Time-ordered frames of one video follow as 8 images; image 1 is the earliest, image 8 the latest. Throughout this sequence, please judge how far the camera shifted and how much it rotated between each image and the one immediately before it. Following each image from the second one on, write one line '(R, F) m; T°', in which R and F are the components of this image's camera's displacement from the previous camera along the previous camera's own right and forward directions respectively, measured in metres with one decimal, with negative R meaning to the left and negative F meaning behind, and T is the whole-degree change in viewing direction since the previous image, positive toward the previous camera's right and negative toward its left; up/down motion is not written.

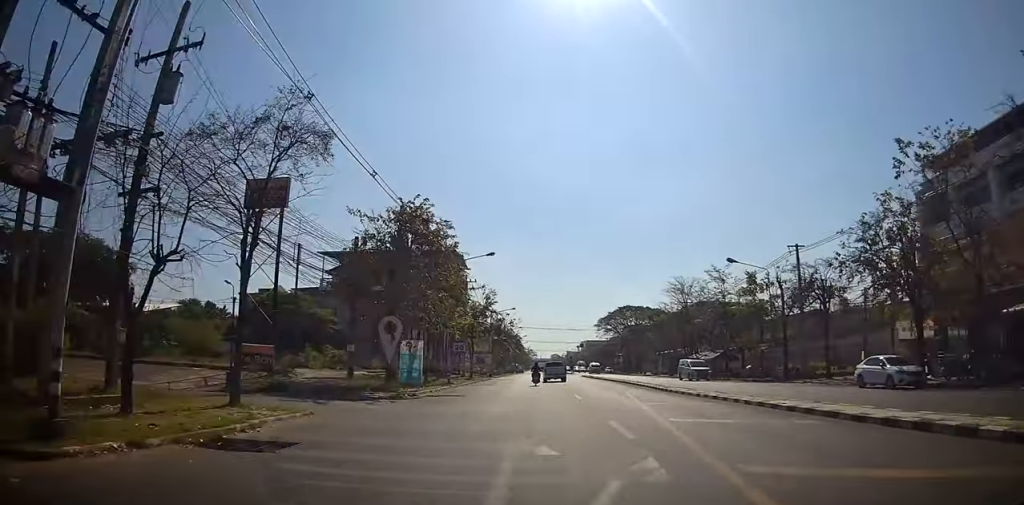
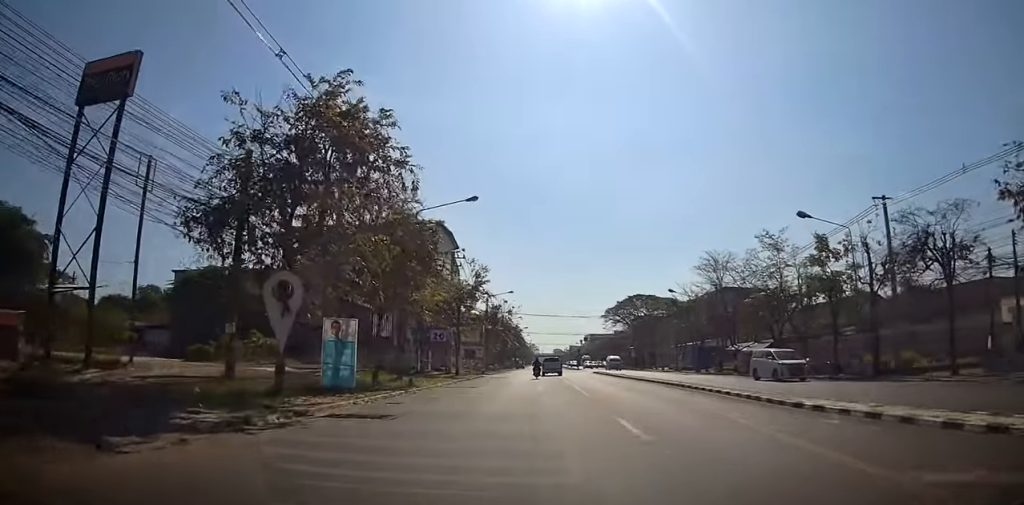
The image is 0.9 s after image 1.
(0.0, +12.7) m; -1°
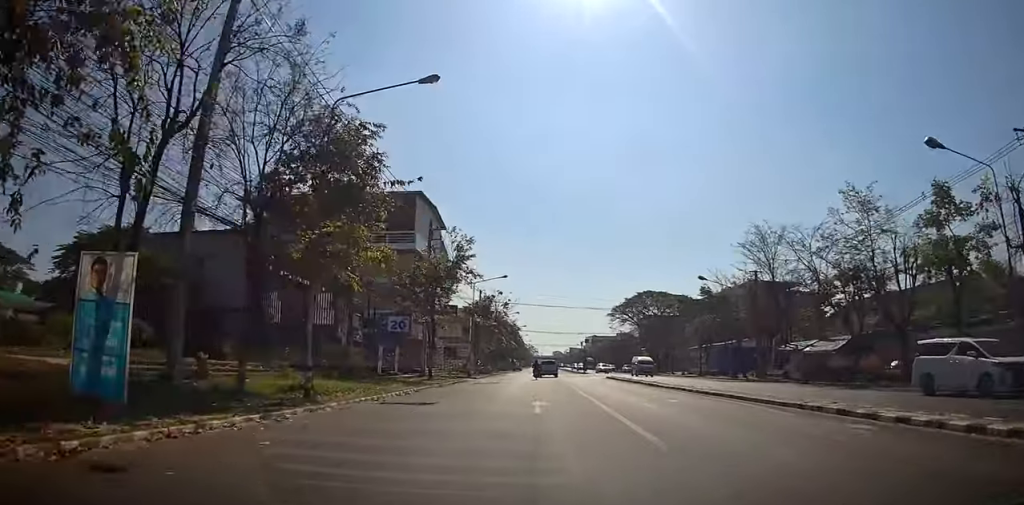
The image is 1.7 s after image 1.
(-0.3, +12.5) m; 0°
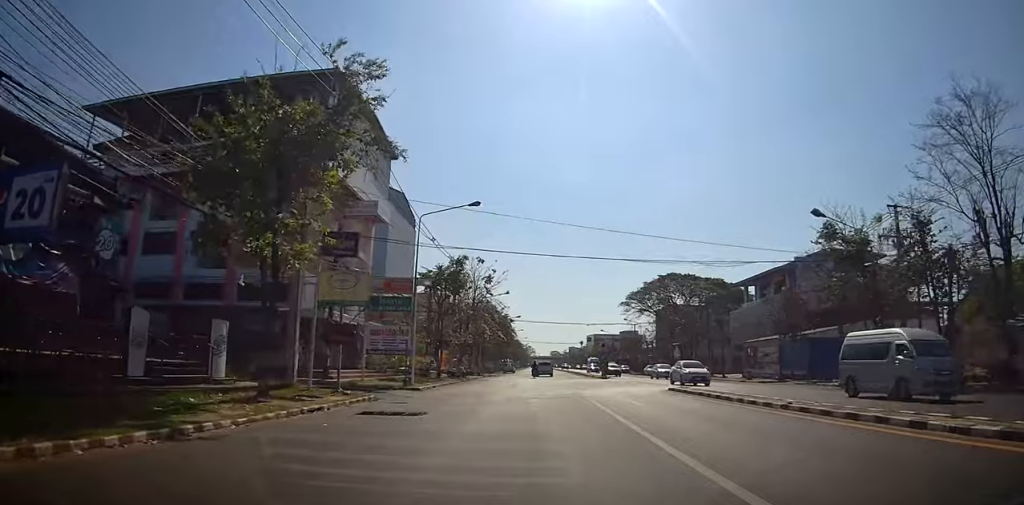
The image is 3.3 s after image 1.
(+1.1, +23.8) m; +3°
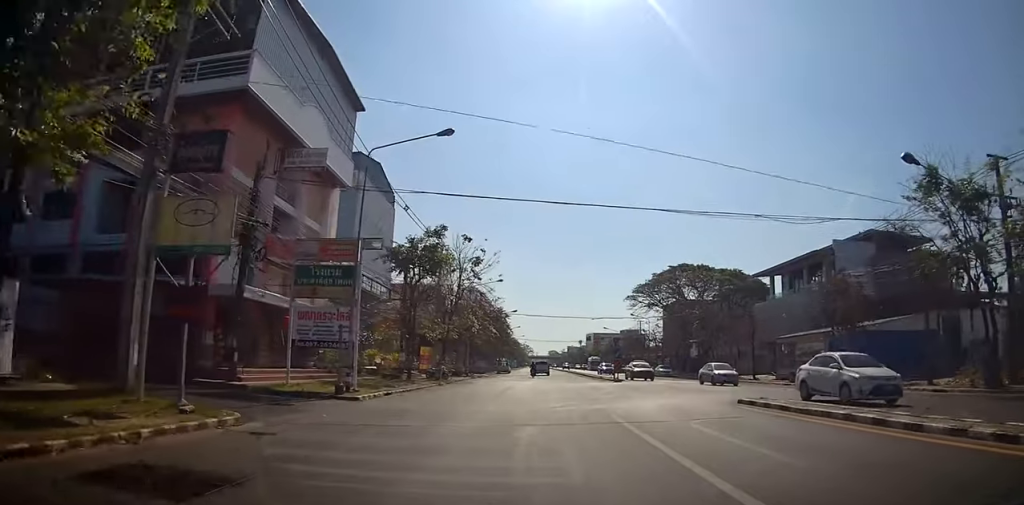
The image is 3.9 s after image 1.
(-0.1, +9.0) m; 0°
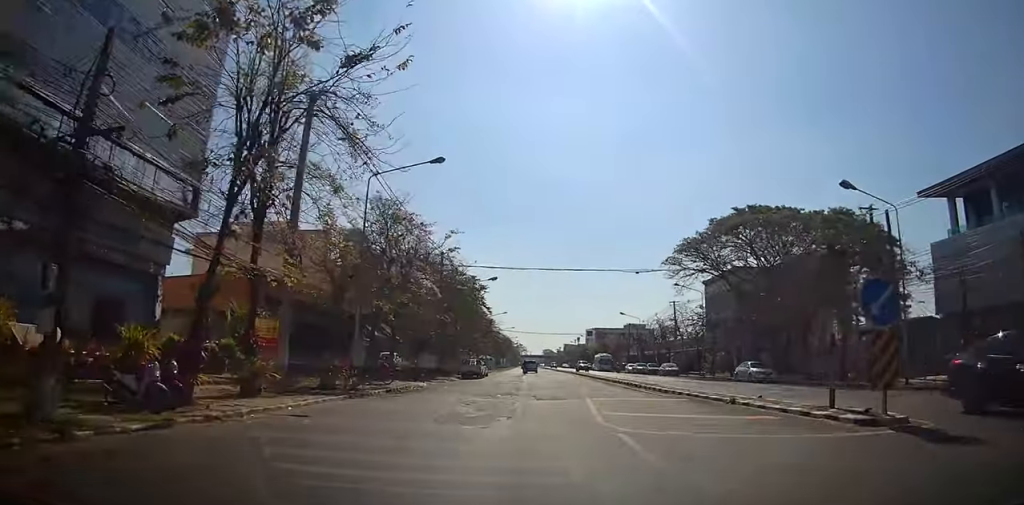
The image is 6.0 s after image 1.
(-0.2, +32.1) m; 0°
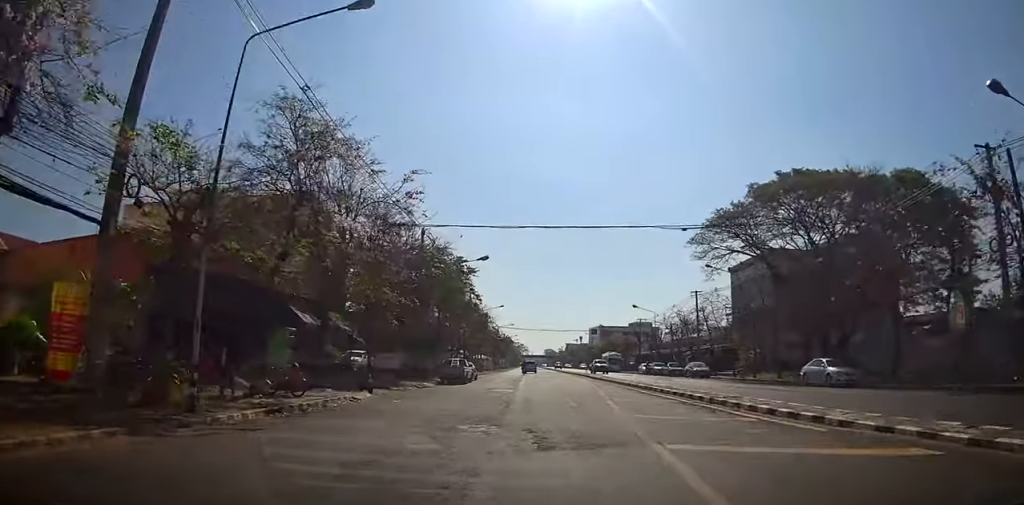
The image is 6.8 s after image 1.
(0.0, +10.8) m; -1°
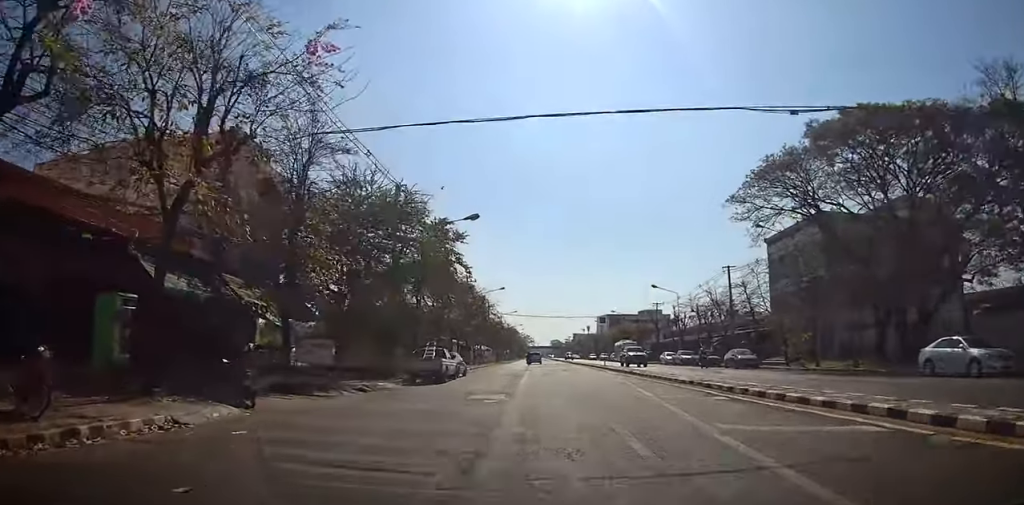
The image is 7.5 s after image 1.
(-0.4, +10.5) m; 0°
